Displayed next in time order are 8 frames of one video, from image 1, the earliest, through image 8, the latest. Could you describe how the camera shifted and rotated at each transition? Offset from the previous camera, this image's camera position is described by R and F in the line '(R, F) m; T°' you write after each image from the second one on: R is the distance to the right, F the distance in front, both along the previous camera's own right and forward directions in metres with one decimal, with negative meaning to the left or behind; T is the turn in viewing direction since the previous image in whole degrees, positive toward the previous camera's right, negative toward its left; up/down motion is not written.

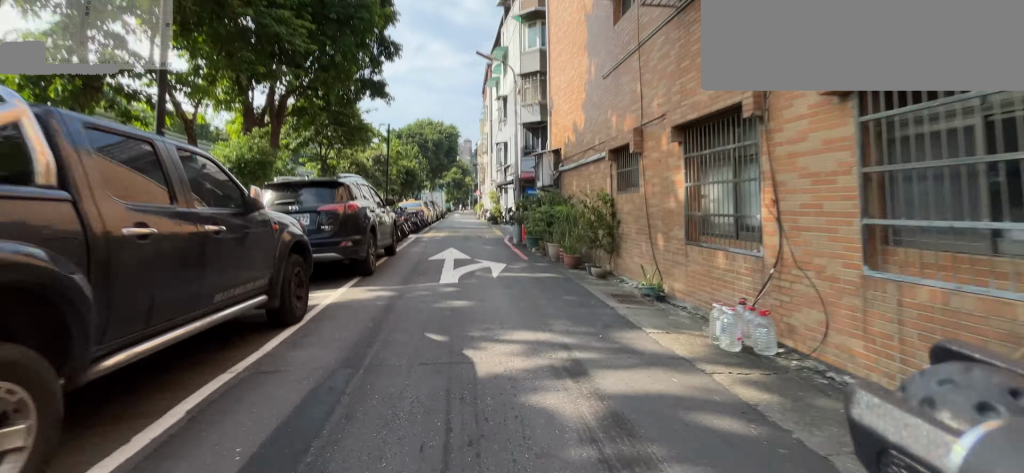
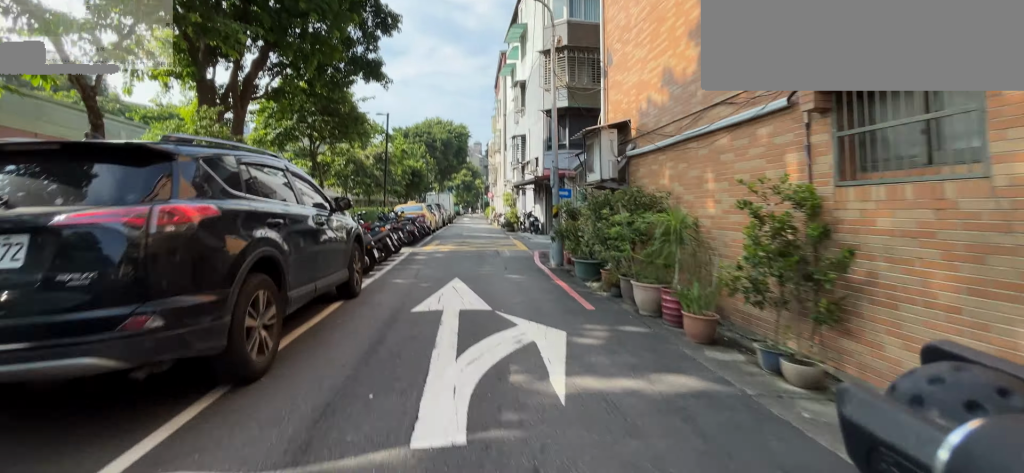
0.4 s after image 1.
(+0.1, +4.3) m; -1°
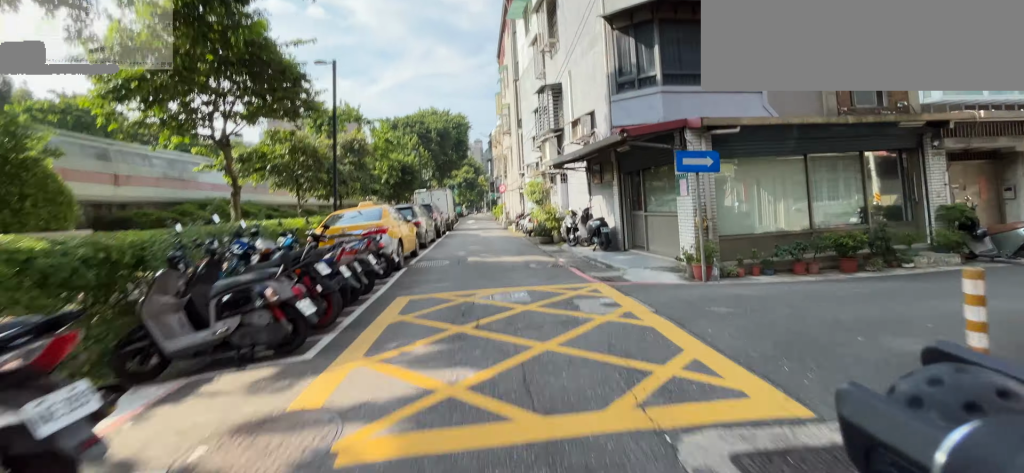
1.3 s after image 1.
(-0.2, +9.6) m; -1°
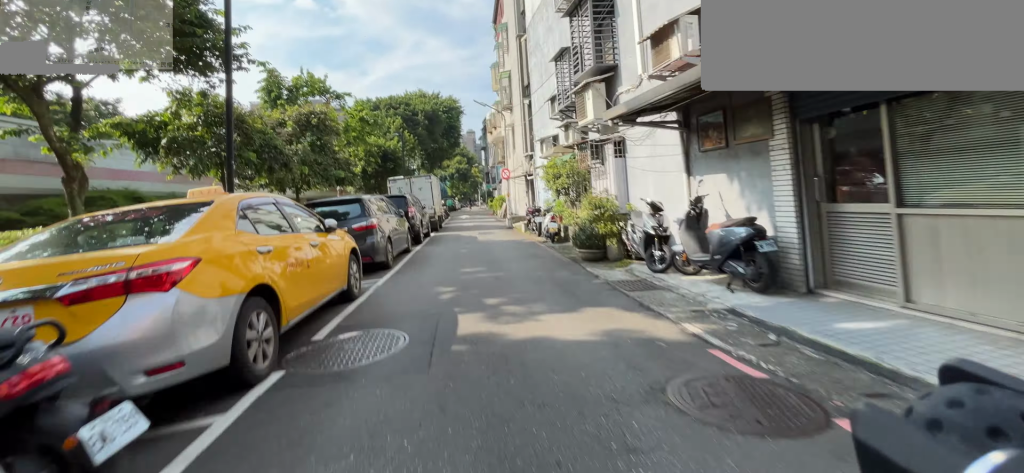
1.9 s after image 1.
(0.0, +6.0) m; 0°
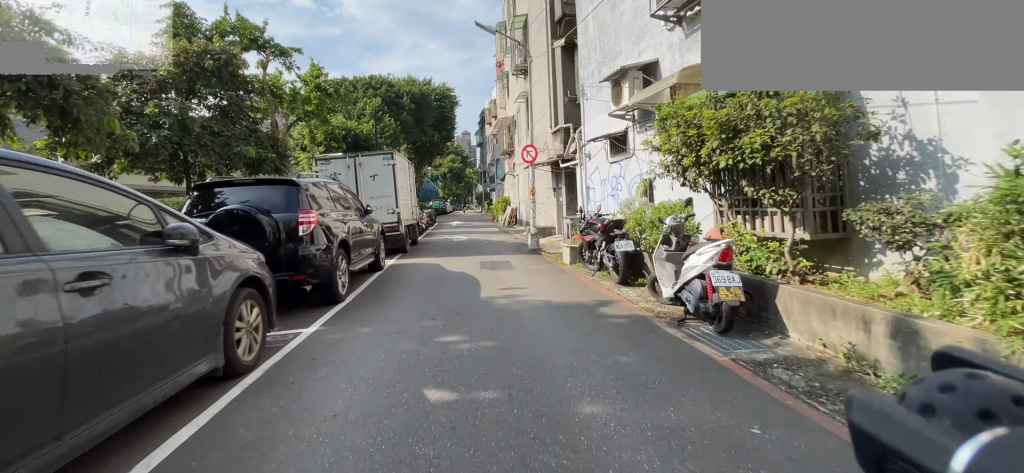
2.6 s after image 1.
(0.0, +8.1) m; 0°
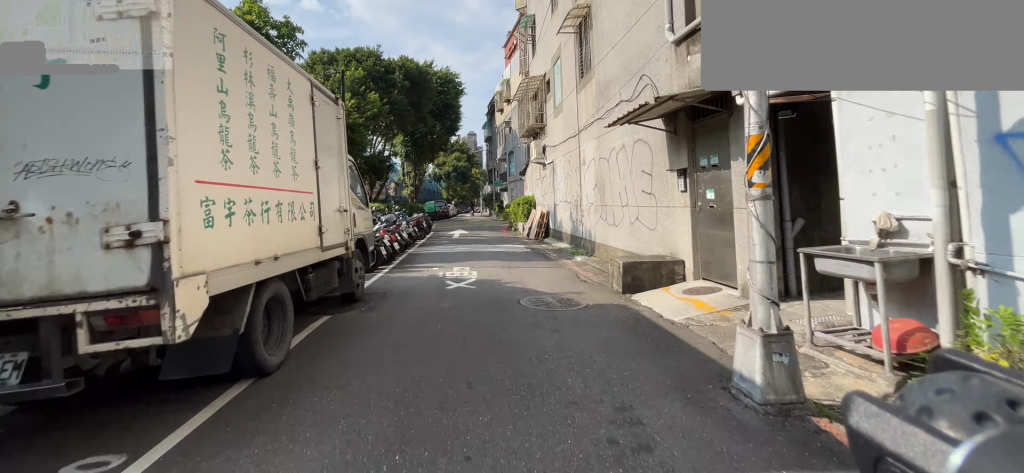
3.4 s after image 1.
(0.0, +7.6) m; 0°
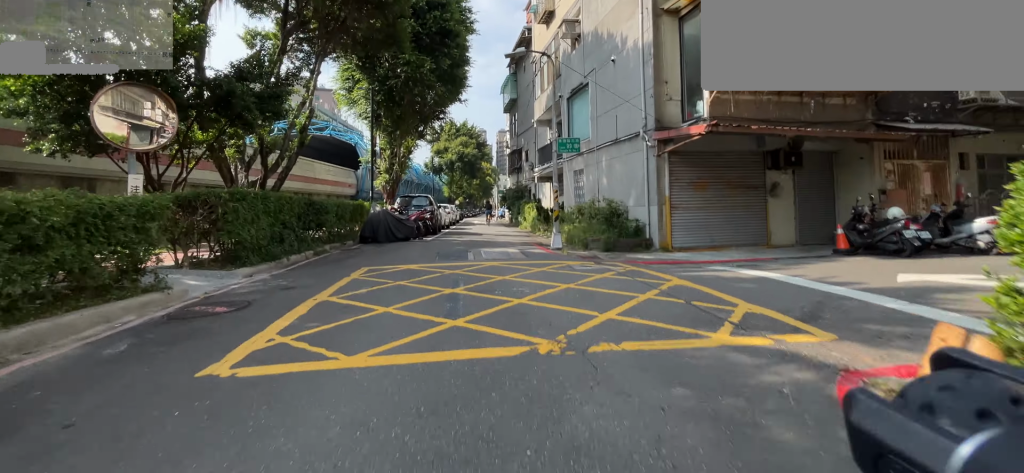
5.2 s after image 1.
(+0.1, +18.6) m; +1°
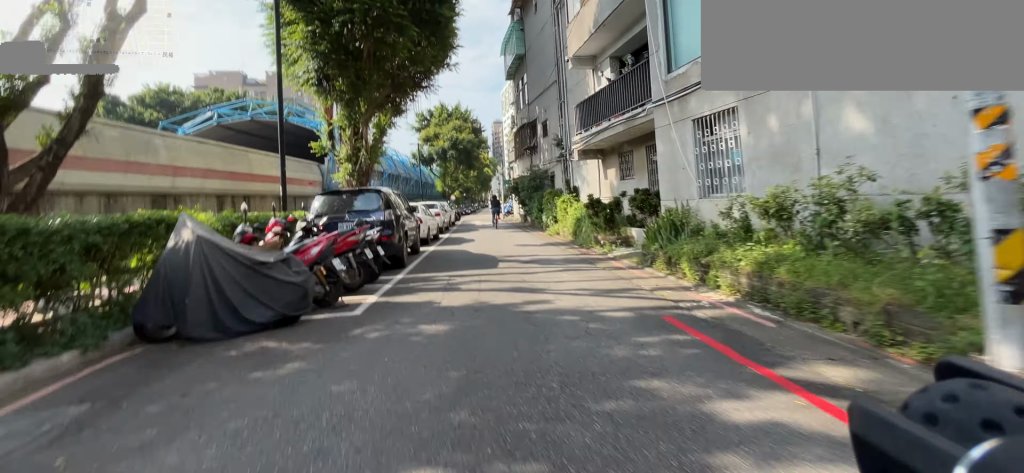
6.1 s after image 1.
(0.0, +8.1) m; 0°
